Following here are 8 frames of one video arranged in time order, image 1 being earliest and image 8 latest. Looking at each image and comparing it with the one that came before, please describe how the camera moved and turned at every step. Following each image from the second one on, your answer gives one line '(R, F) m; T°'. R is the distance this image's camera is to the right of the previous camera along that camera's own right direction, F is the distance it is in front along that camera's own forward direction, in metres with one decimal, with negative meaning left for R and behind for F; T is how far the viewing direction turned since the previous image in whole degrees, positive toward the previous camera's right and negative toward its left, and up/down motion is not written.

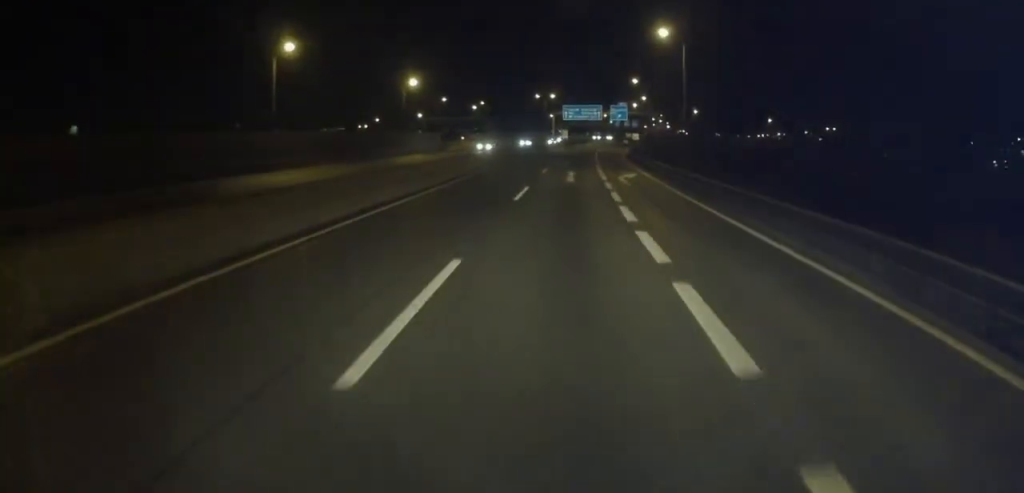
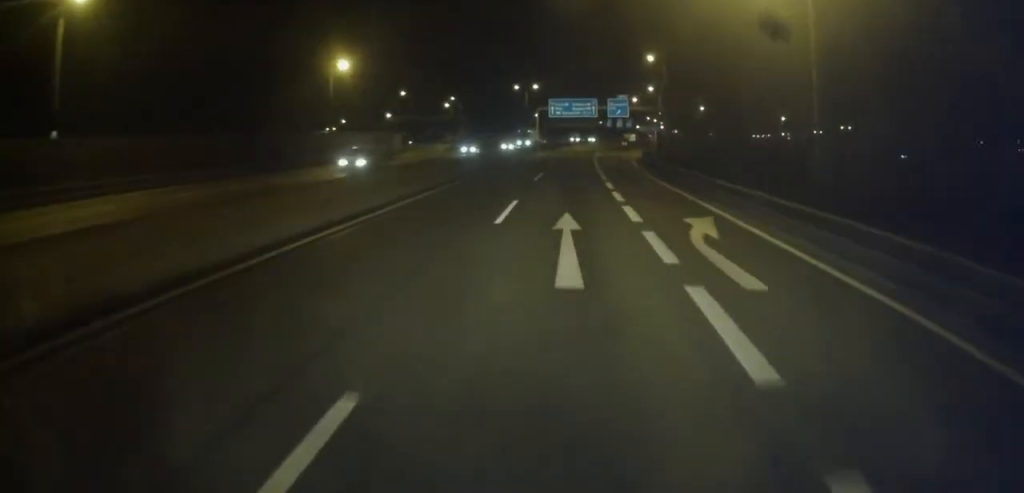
(+0.4, +23.2) m; +1°
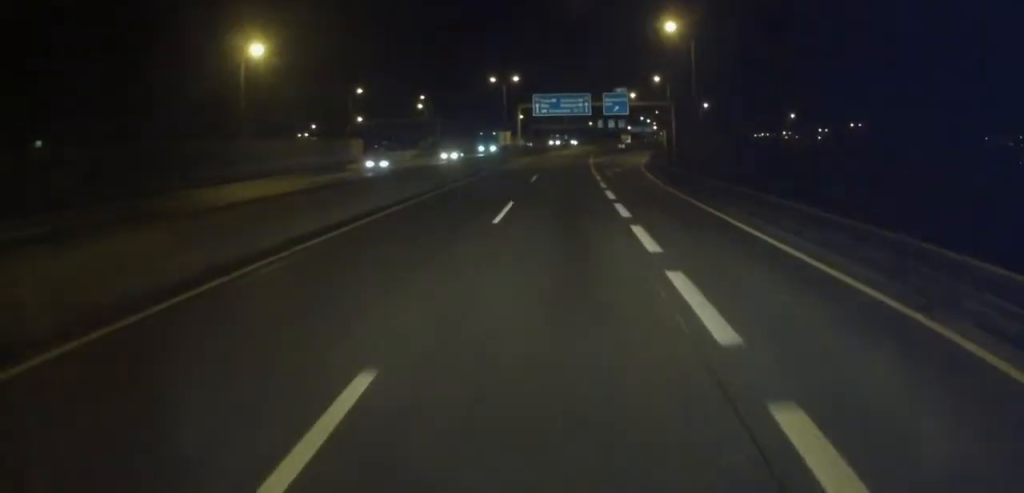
(0.0, +17.0) m; 0°
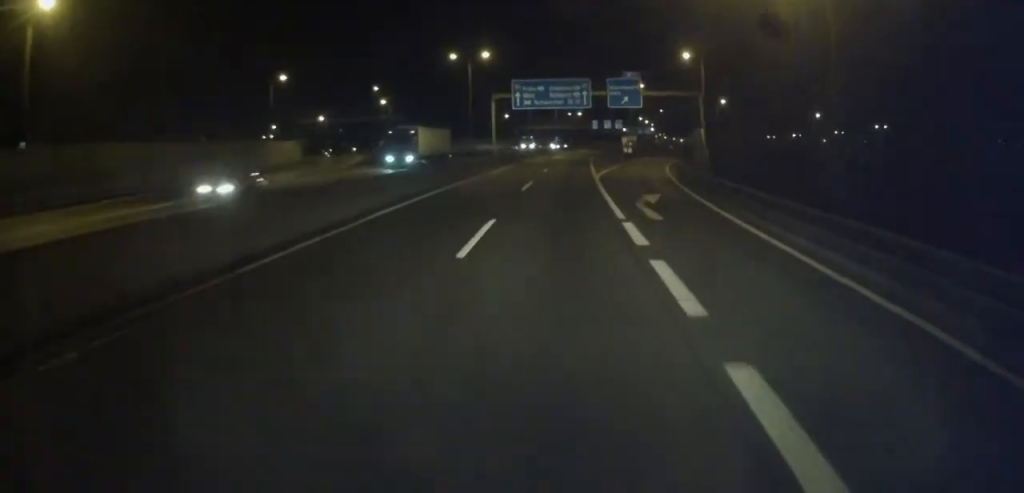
(+0.1, +24.1) m; +1°
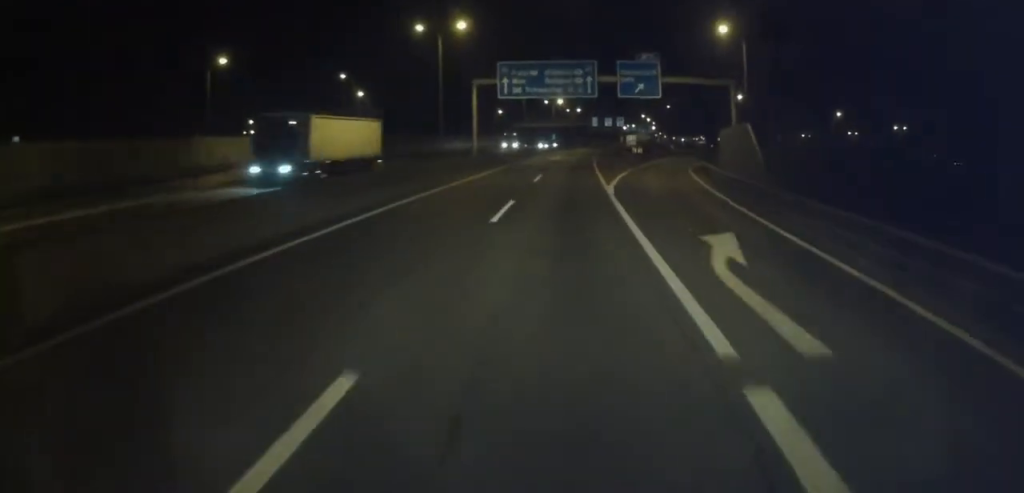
(+0.2, +14.1) m; +1°
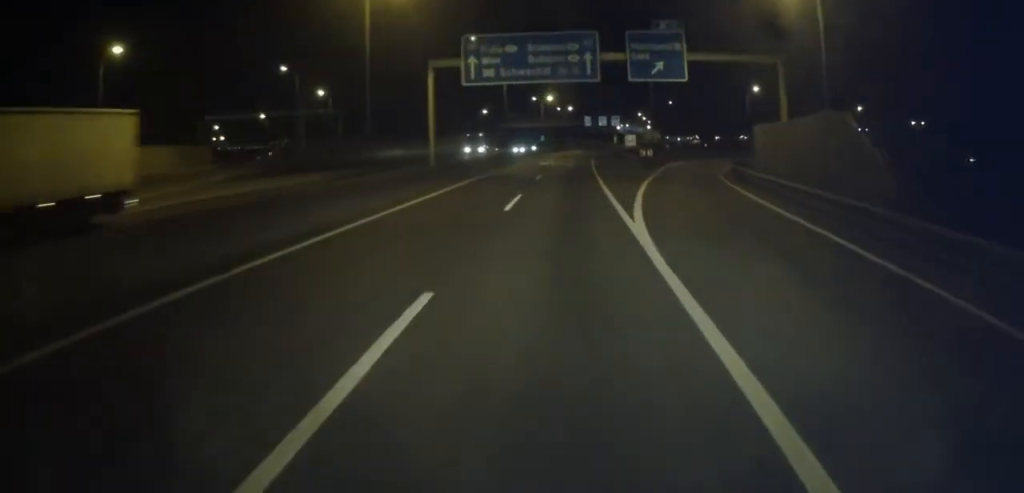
(+0.1, +16.1) m; +1°
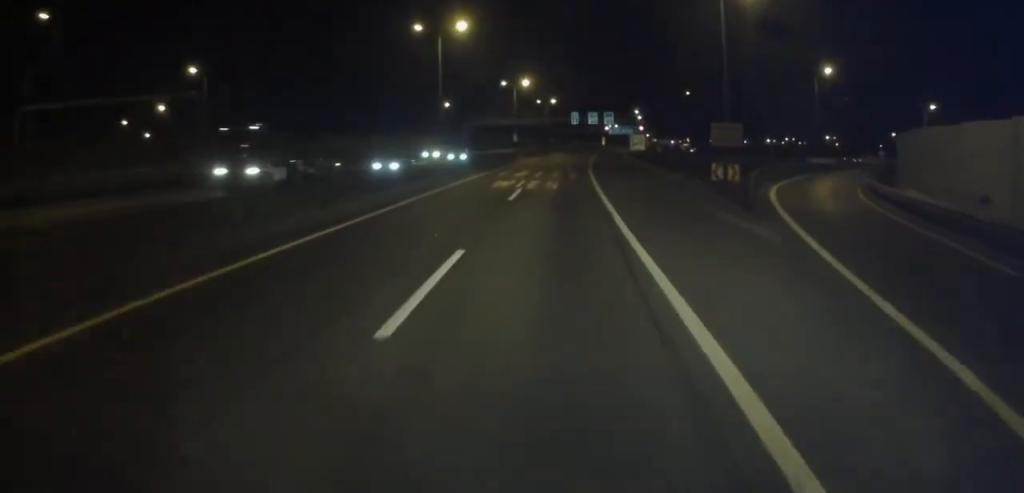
(0.0, +35.6) m; 0°
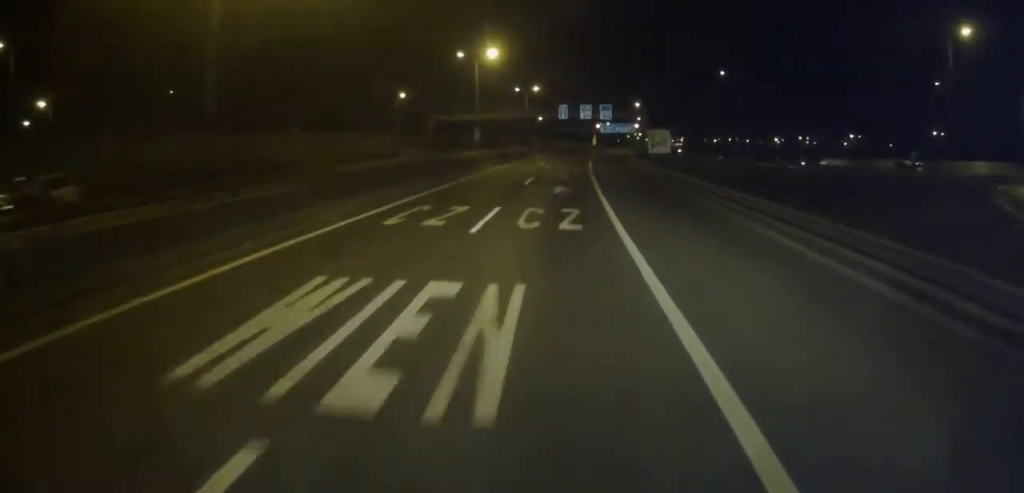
(+0.3, +25.5) m; +2°
